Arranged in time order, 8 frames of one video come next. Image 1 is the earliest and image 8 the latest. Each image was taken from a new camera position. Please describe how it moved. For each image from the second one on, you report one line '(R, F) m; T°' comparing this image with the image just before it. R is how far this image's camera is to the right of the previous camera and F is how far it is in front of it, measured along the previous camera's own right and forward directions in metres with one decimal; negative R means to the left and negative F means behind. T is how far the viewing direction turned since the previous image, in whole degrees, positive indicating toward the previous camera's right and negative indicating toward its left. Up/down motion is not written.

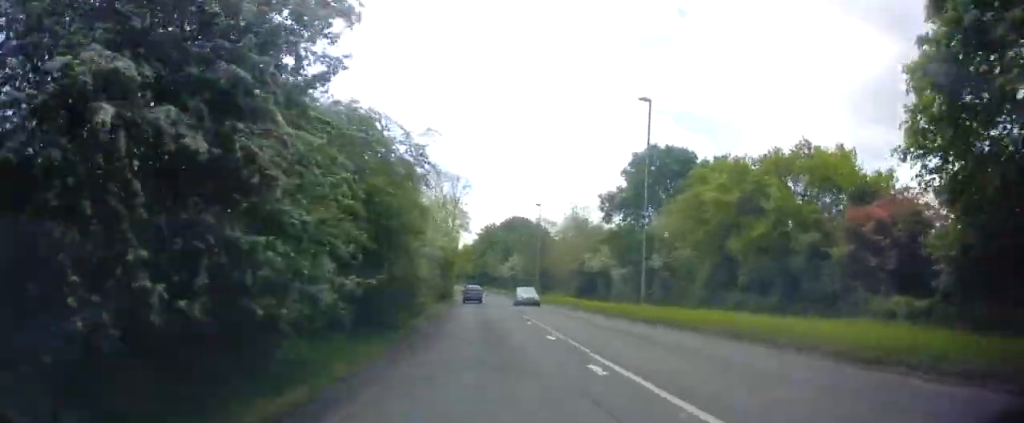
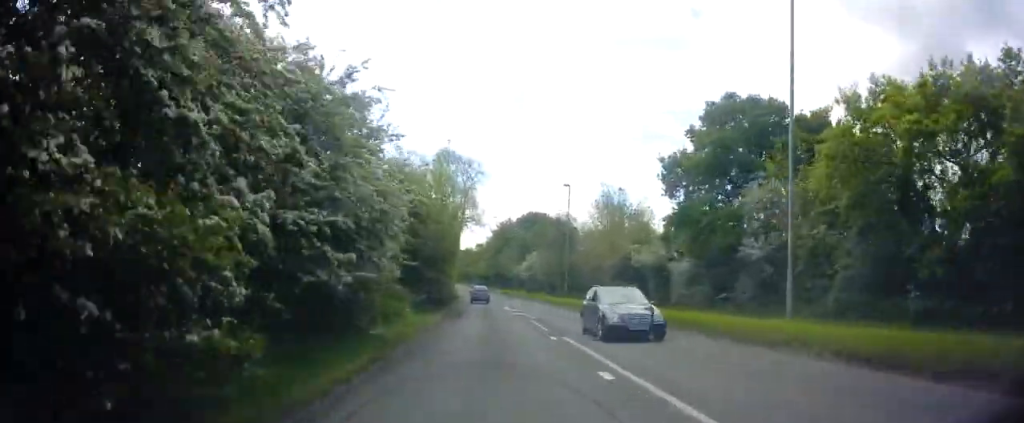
(+0.3, +12.6) m; 0°
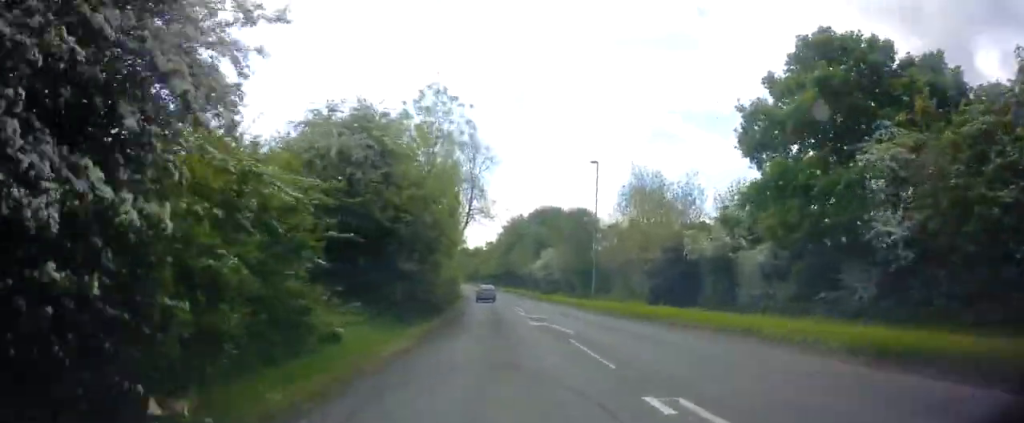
(0.0, +9.2) m; -1°
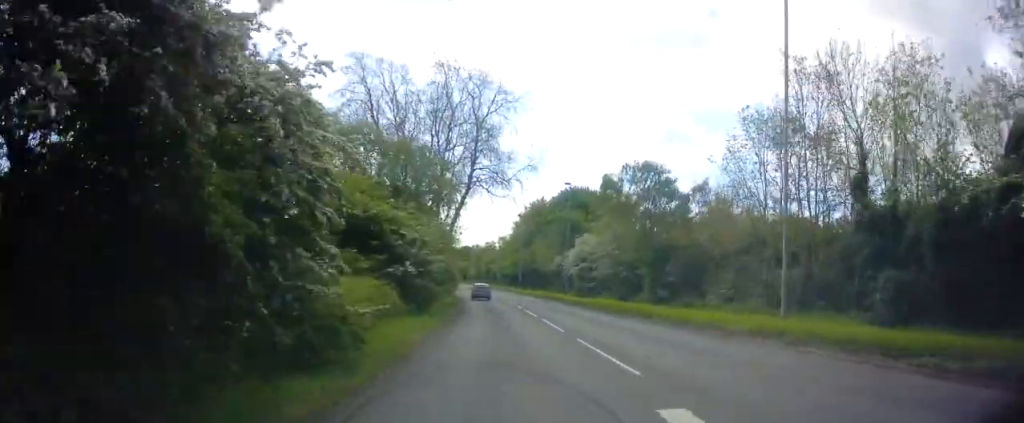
(-1.0, +26.0) m; -3°
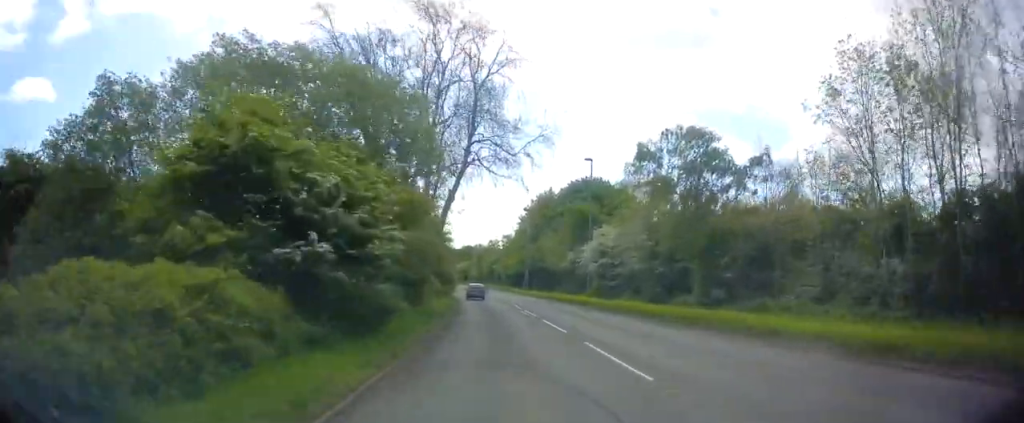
(+0.1, +9.8) m; 0°
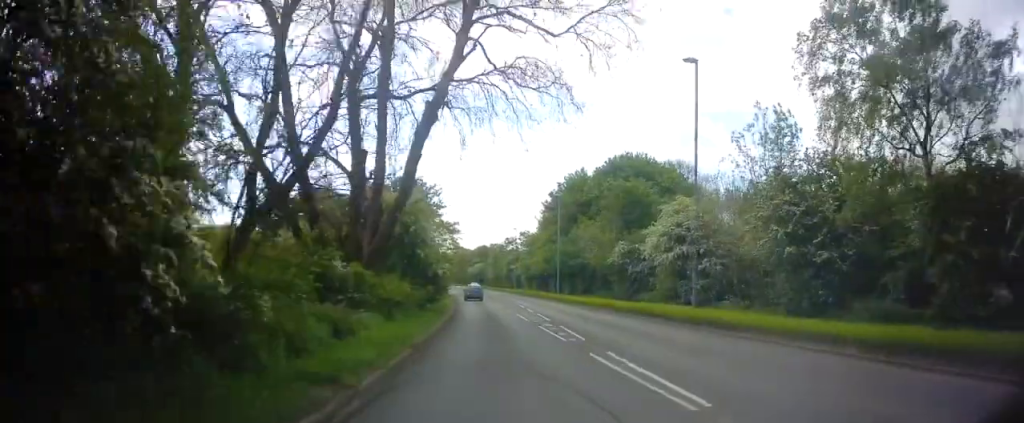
(0.0, +19.2) m; -1°
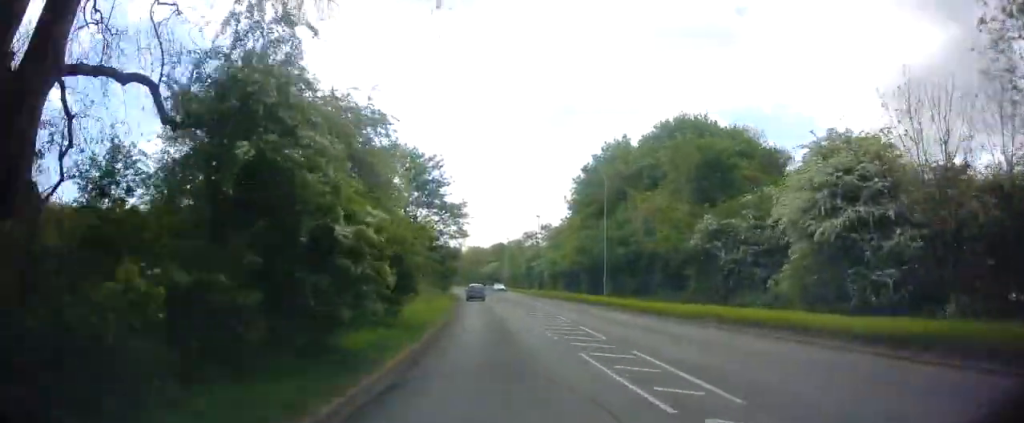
(-0.4, +17.0) m; -2°
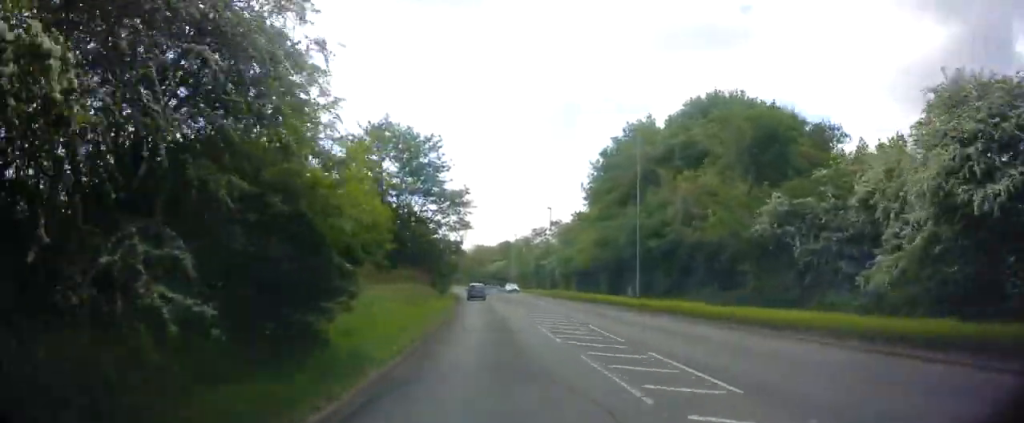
(0.0, +7.6) m; -1°
